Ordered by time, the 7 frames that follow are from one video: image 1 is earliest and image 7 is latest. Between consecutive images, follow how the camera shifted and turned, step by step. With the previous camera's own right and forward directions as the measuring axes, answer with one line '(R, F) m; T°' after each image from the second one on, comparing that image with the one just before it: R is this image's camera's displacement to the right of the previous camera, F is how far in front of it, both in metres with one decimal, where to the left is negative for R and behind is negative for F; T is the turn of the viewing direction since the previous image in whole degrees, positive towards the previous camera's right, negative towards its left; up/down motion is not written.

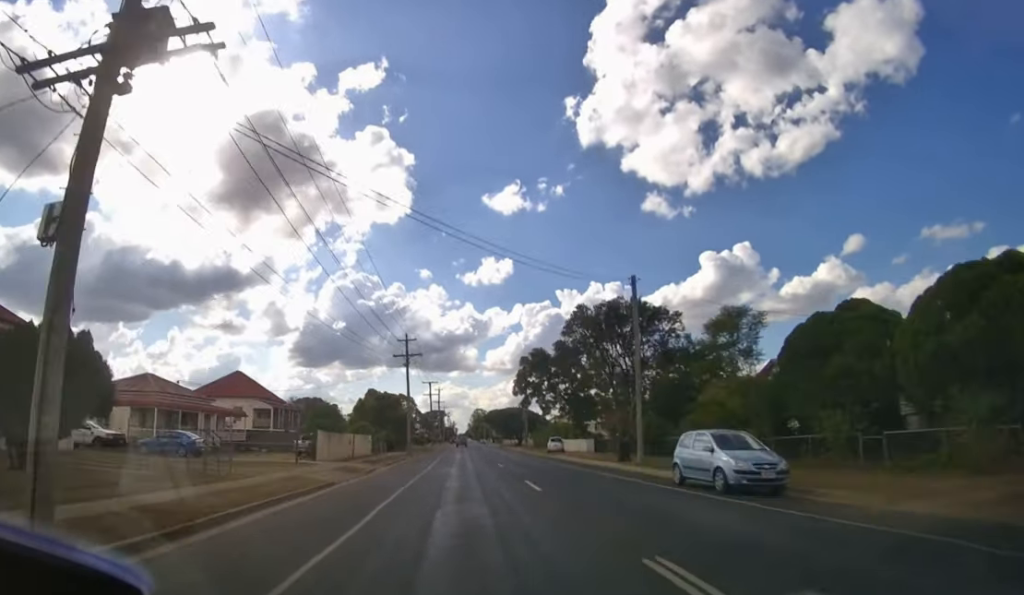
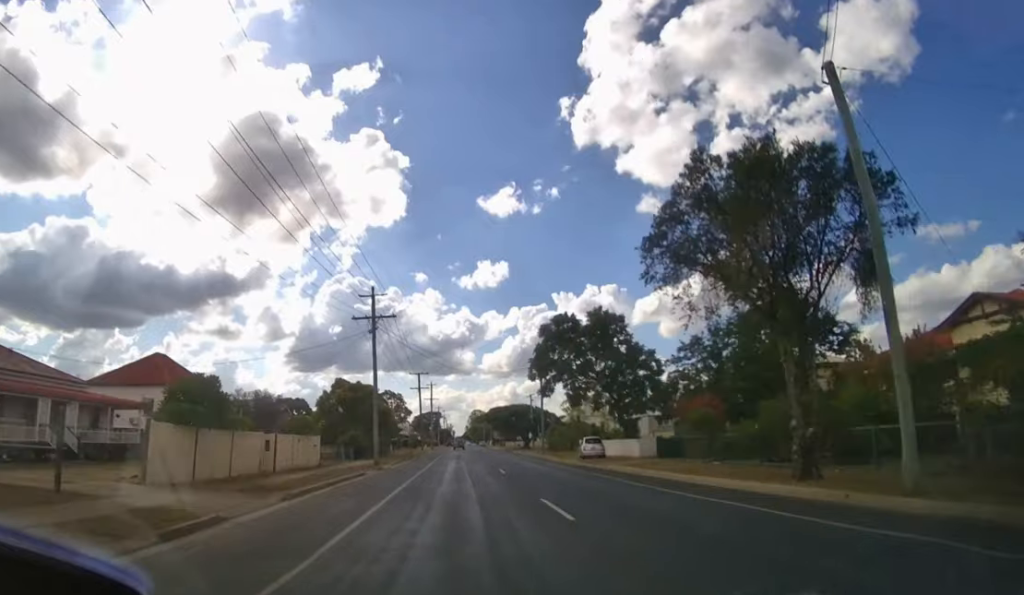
(0.0, +15.7) m; 0°
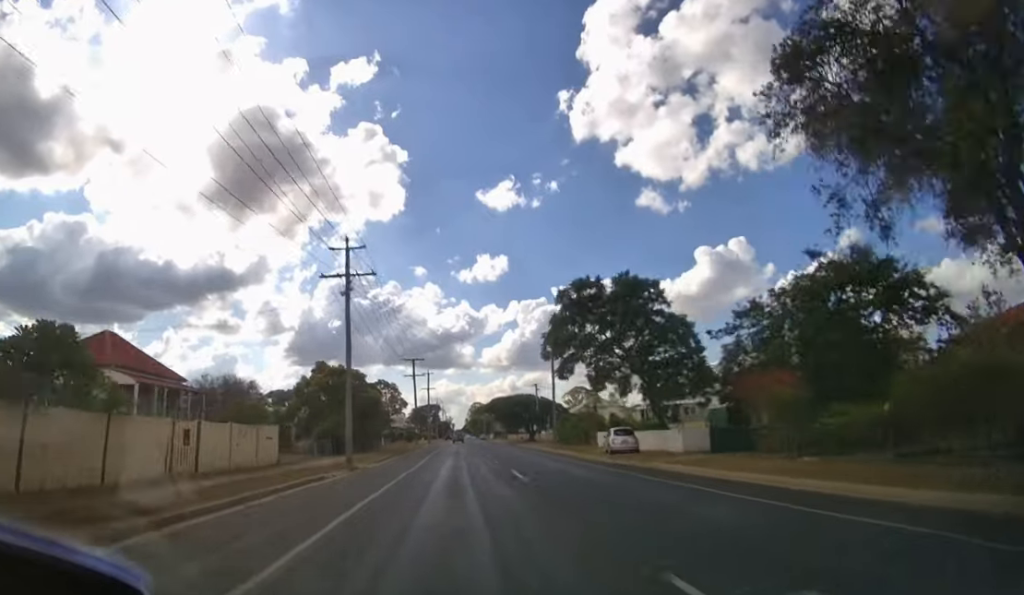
(0.0, +7.2) m; 0°
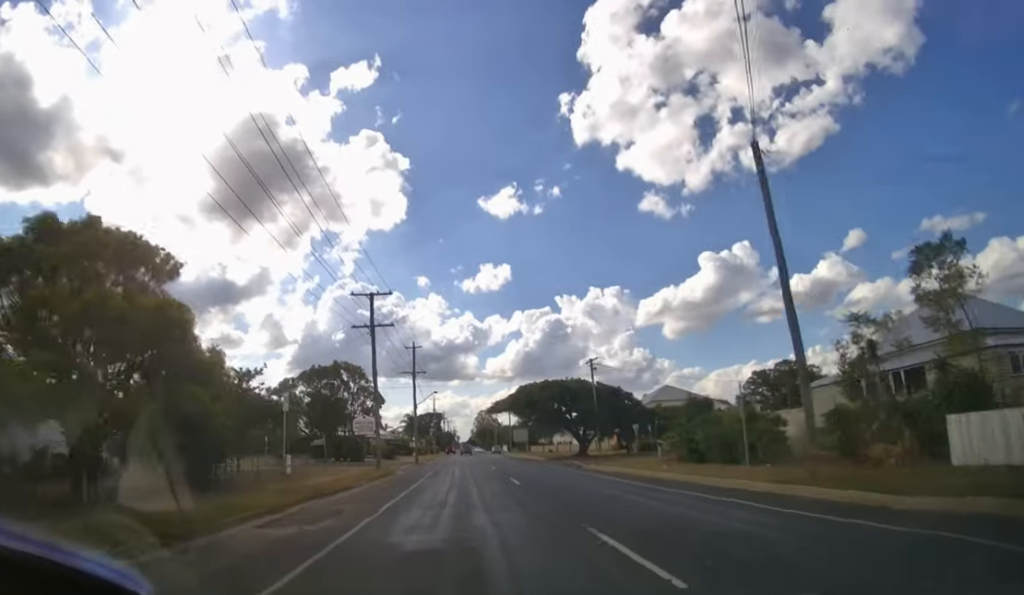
(0.0, +36.4) m; 0°
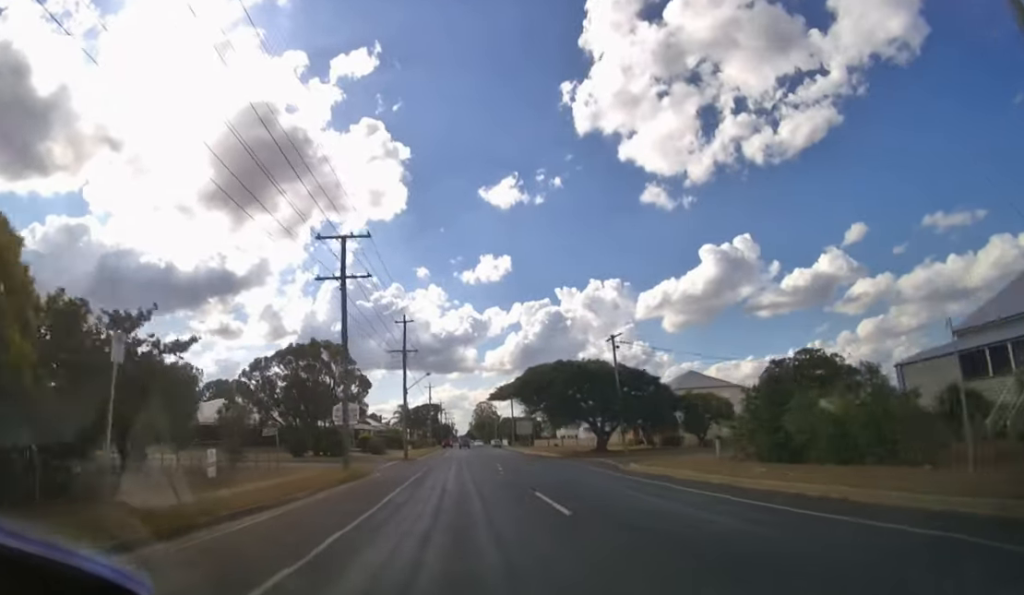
(0.0, +9.1) m; 0°
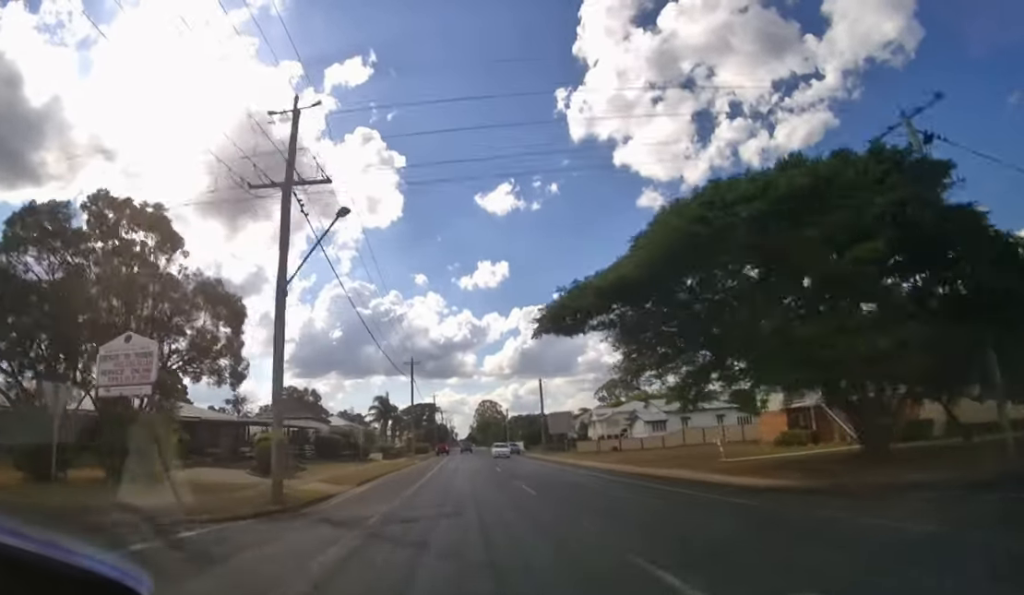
(+0.1, +33.1) m; 0°
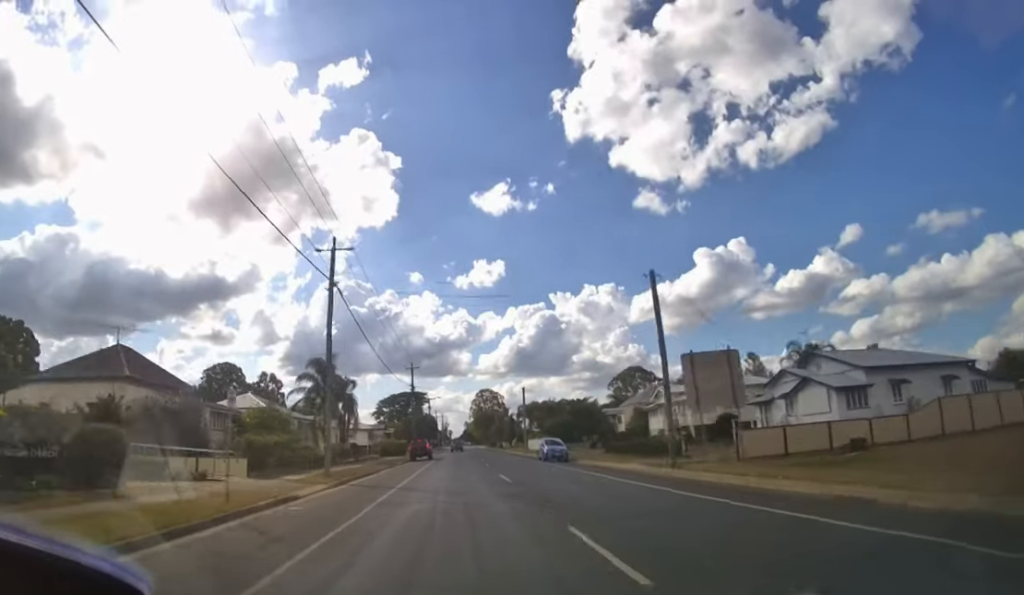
(+0.1, +31.2) m; 0°
